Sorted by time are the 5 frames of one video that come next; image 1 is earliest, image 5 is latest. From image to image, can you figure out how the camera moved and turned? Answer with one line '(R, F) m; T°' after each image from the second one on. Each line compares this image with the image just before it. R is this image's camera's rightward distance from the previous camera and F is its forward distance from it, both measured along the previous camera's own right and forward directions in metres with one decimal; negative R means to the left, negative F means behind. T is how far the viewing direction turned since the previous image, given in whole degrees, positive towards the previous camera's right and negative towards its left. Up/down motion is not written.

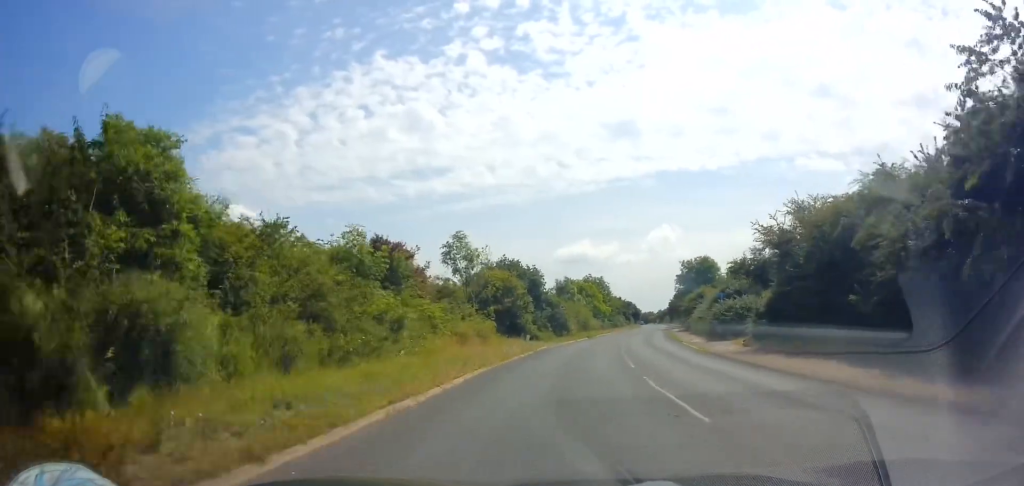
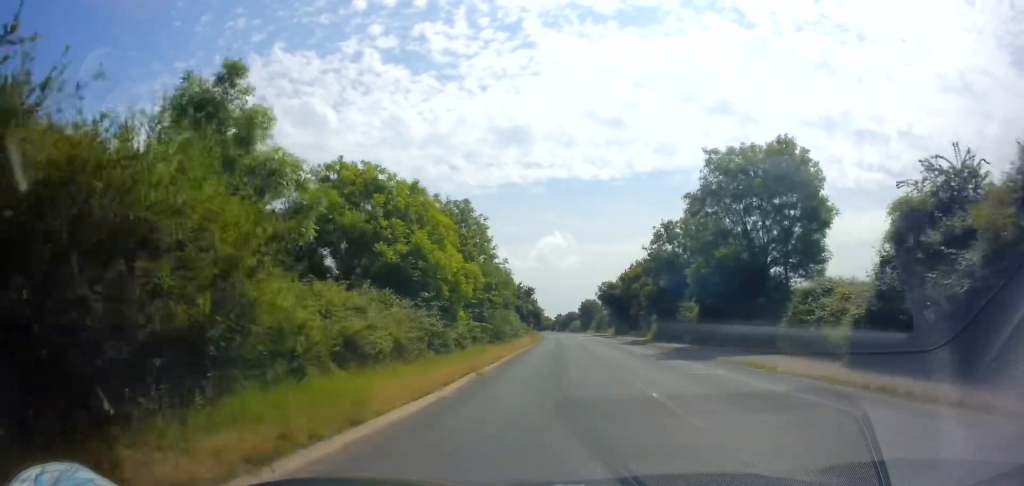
(+7.0, +57.5) m; +11°
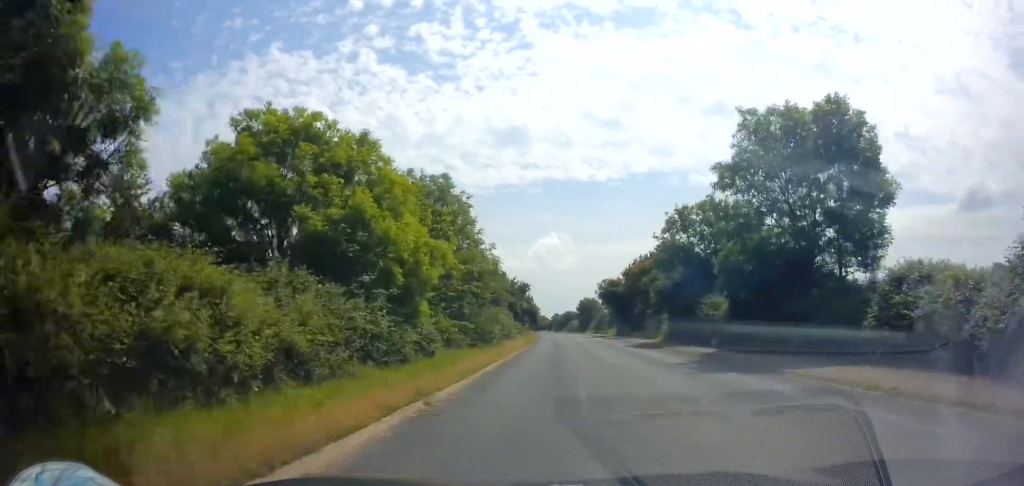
(0.0, +5.9) m; 0°
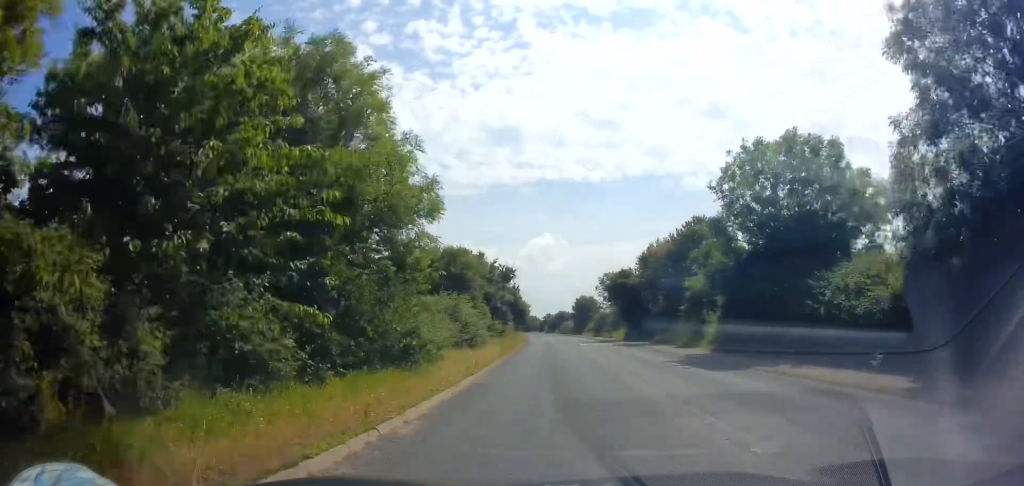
(0.0, +14.2) m; 0°
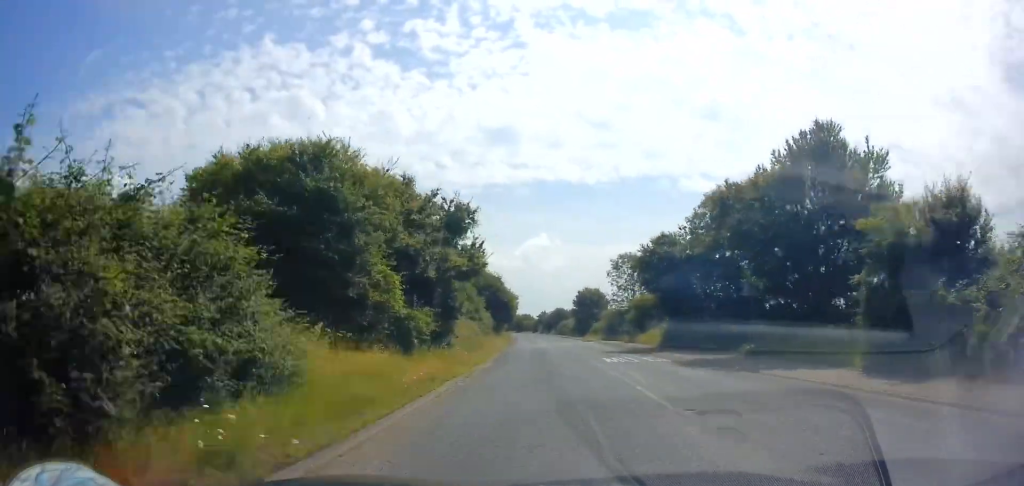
(0.0, +20.8) m; 0°
